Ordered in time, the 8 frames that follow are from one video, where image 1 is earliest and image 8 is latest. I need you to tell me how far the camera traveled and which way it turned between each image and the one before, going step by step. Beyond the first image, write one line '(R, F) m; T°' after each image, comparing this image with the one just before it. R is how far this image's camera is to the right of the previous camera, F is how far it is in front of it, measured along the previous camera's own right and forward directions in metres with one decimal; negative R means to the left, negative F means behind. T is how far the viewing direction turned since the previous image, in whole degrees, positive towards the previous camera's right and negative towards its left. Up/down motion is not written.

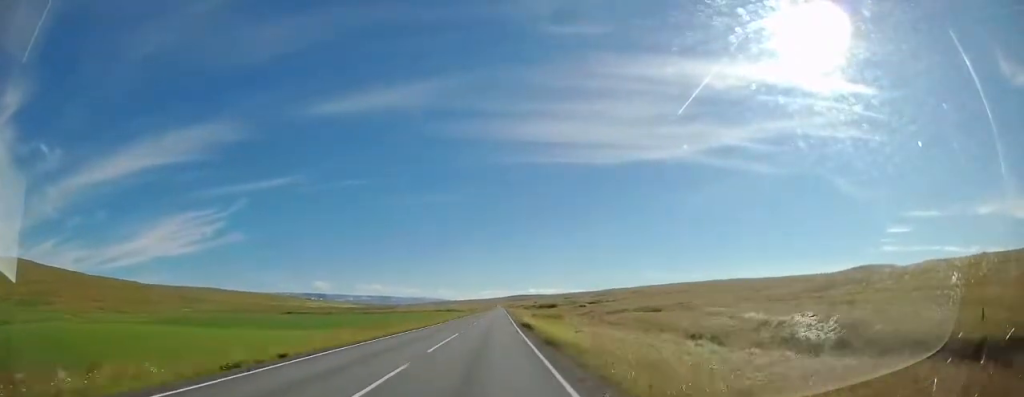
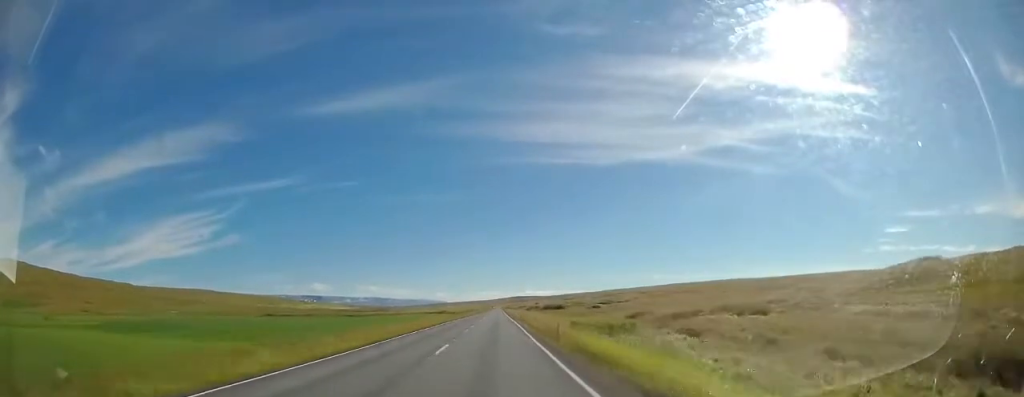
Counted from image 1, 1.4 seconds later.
(+0.1, +31.1) m; 0°
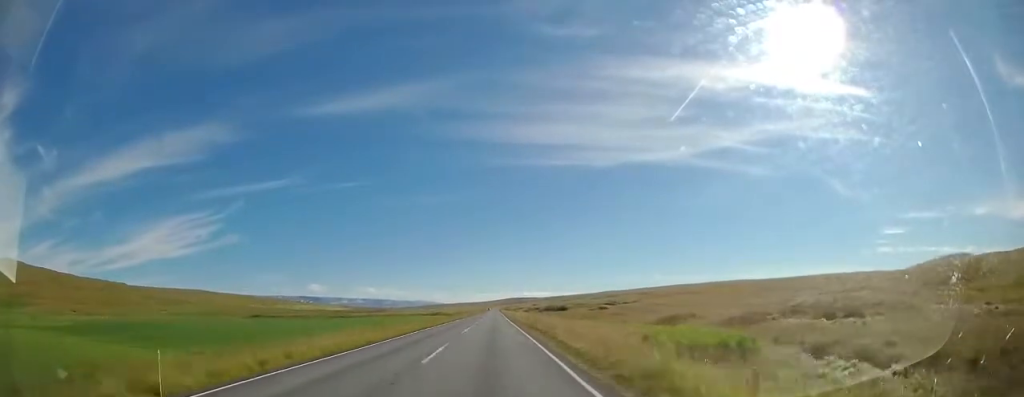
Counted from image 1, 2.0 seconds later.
(-0.1, +14.0) m; 0°
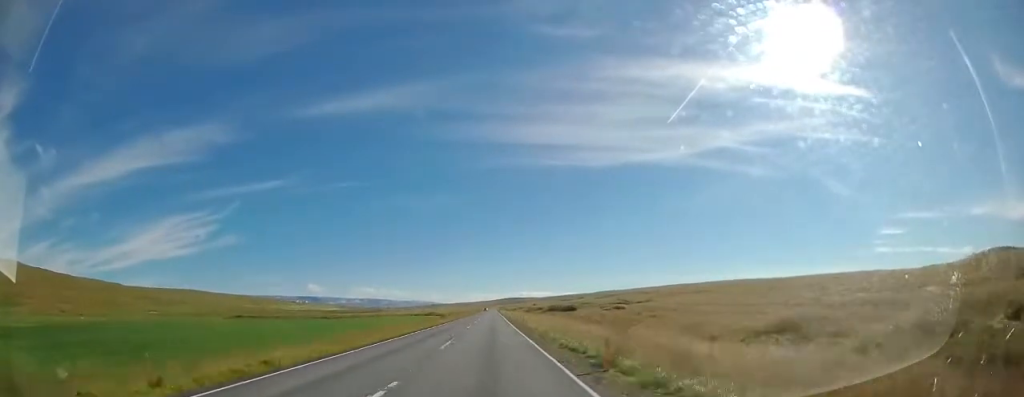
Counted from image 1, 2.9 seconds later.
(+0.3, +20.0) m; 0°
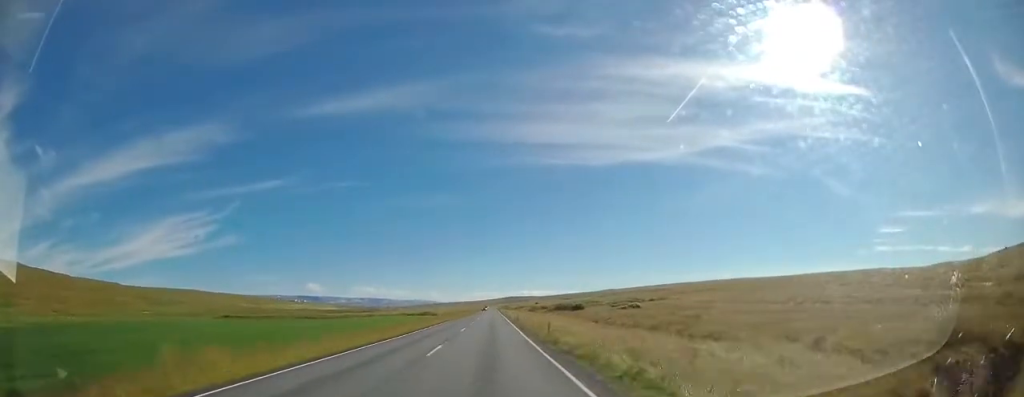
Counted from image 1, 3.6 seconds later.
(-0.3, +14.1) m; 0°
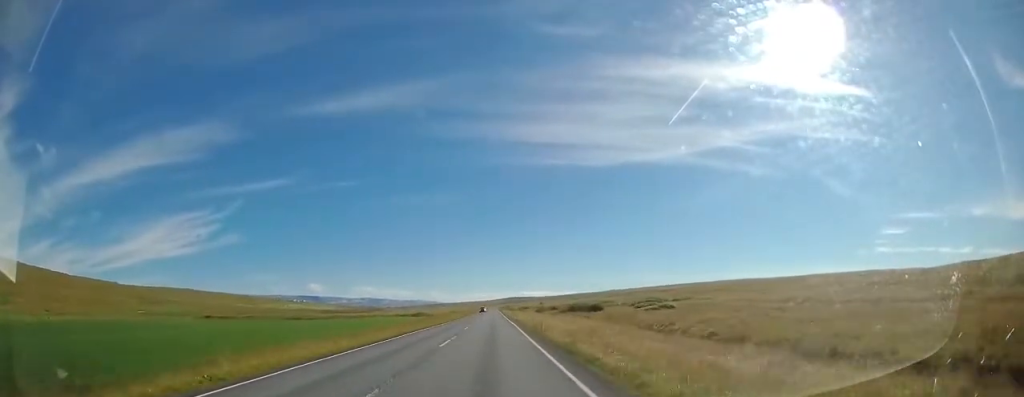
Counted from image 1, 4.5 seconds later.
(+0.2, +21.1) m; +1°
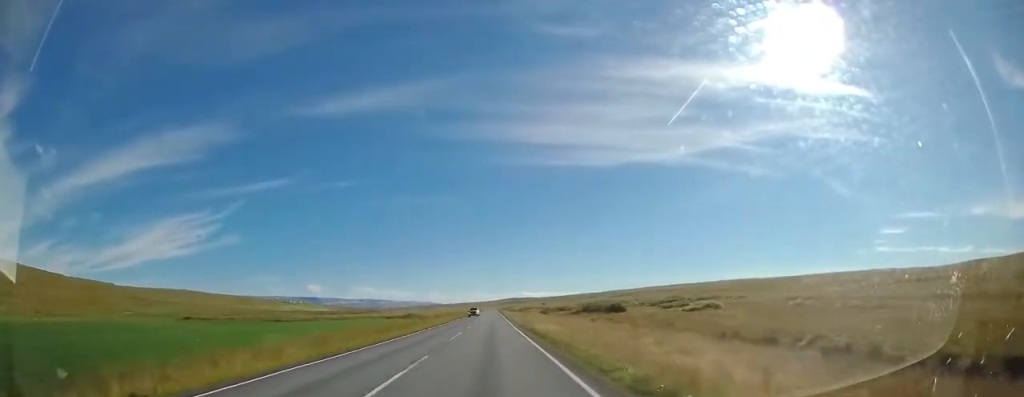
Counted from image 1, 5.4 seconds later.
(+0.1, +20.4) m; 0°
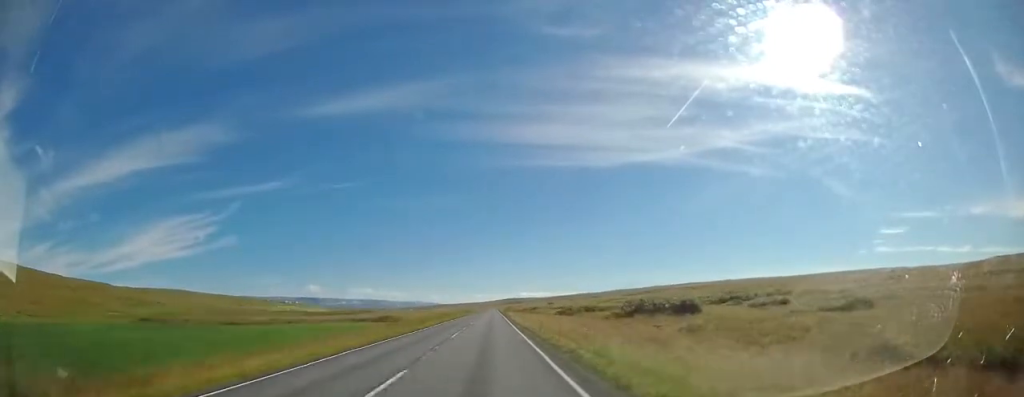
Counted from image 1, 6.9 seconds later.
(0.0, +34.8) m; 0°
